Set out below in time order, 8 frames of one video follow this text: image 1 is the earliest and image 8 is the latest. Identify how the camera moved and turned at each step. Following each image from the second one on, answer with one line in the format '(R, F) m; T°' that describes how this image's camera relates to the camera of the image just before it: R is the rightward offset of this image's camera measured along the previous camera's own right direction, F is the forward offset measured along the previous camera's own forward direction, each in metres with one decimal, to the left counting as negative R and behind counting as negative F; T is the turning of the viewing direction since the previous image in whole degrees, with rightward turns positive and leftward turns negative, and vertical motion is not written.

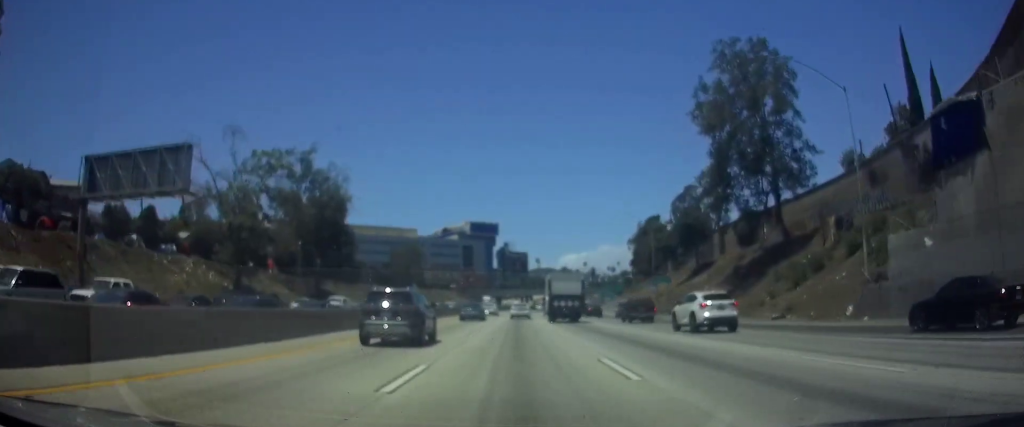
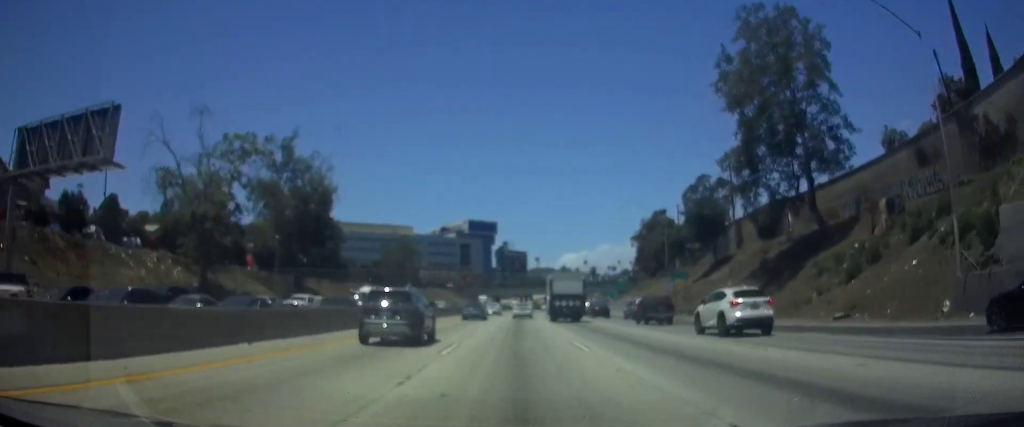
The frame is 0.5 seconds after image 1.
(0.0, +8.0) m; 0°
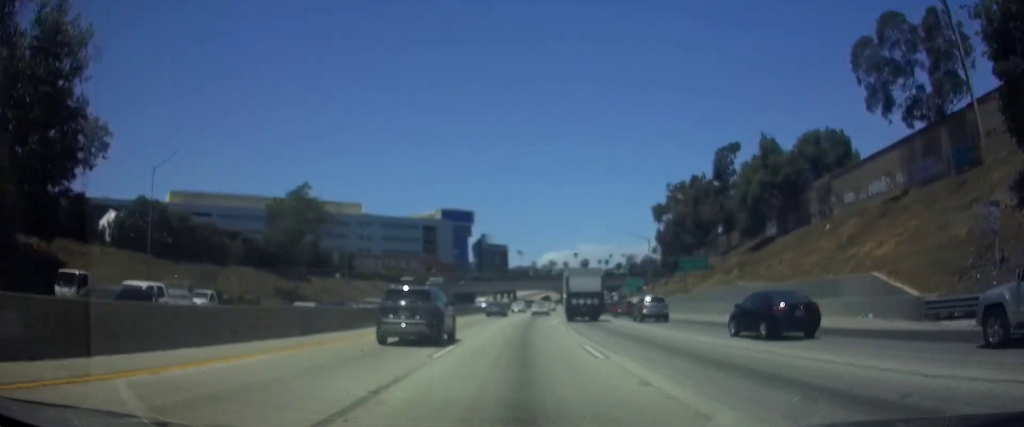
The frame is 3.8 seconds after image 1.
(+0.8, +59.6) m; +2°
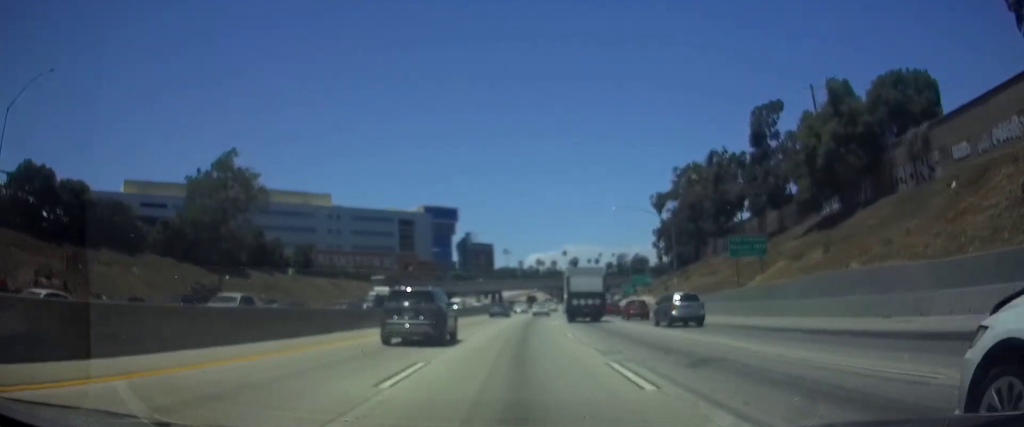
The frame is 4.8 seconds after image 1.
(+0.3, +20.0) m; +1°
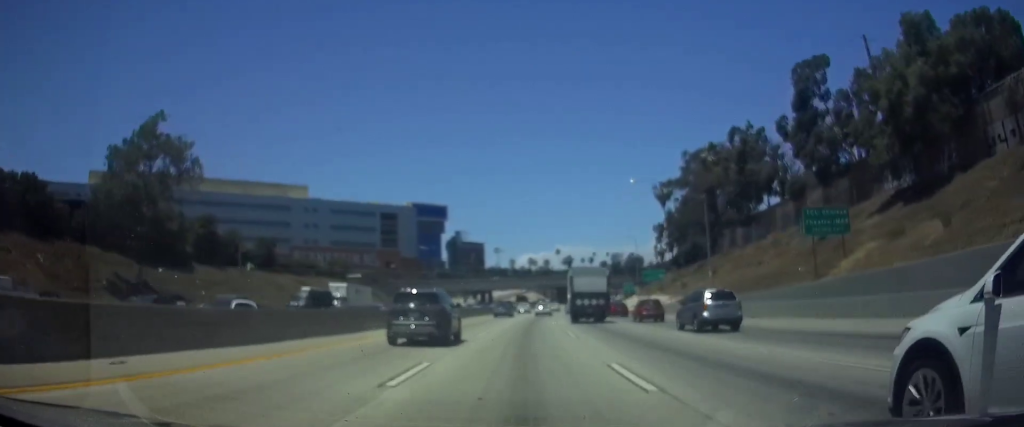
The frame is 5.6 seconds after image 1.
(0.0, +14.5) m; +1°
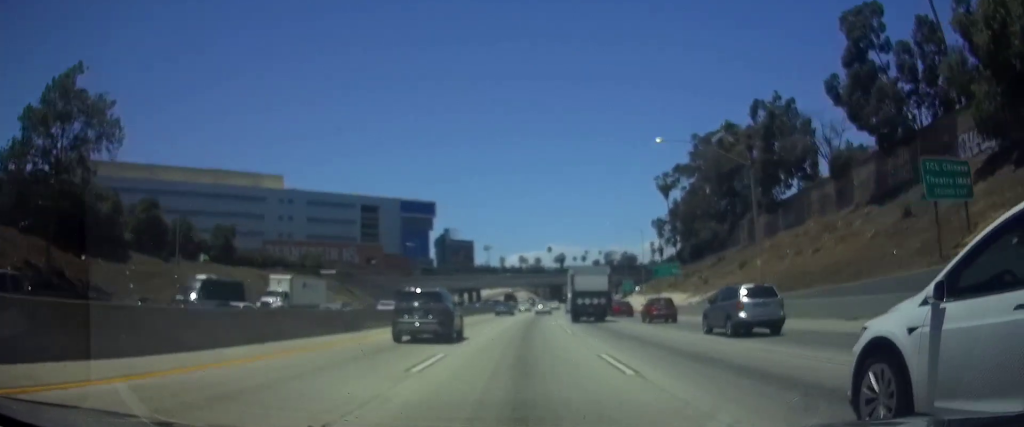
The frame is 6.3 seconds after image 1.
(+0.2, +12.7) m; +1°
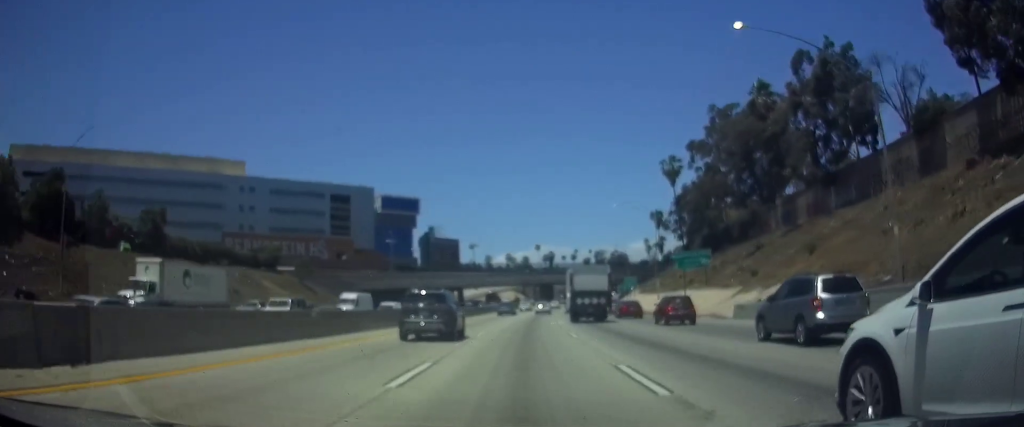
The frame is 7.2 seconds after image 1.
(+0.2, +17.2) m; +1°
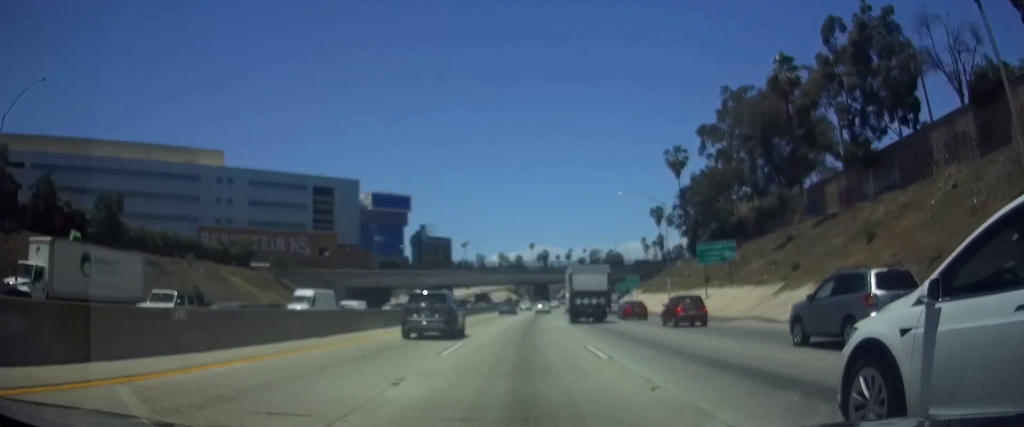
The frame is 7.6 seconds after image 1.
(0.0, +9.0) m; +1°
